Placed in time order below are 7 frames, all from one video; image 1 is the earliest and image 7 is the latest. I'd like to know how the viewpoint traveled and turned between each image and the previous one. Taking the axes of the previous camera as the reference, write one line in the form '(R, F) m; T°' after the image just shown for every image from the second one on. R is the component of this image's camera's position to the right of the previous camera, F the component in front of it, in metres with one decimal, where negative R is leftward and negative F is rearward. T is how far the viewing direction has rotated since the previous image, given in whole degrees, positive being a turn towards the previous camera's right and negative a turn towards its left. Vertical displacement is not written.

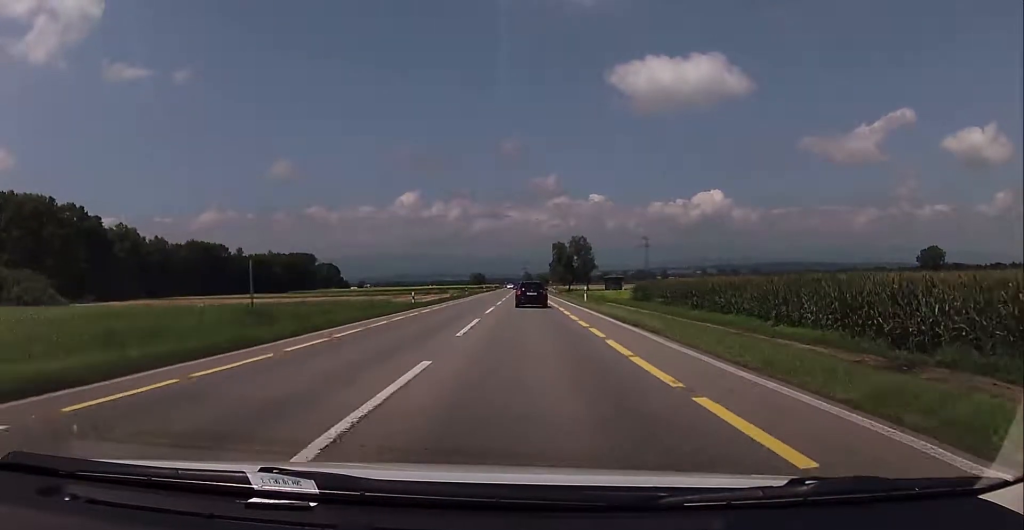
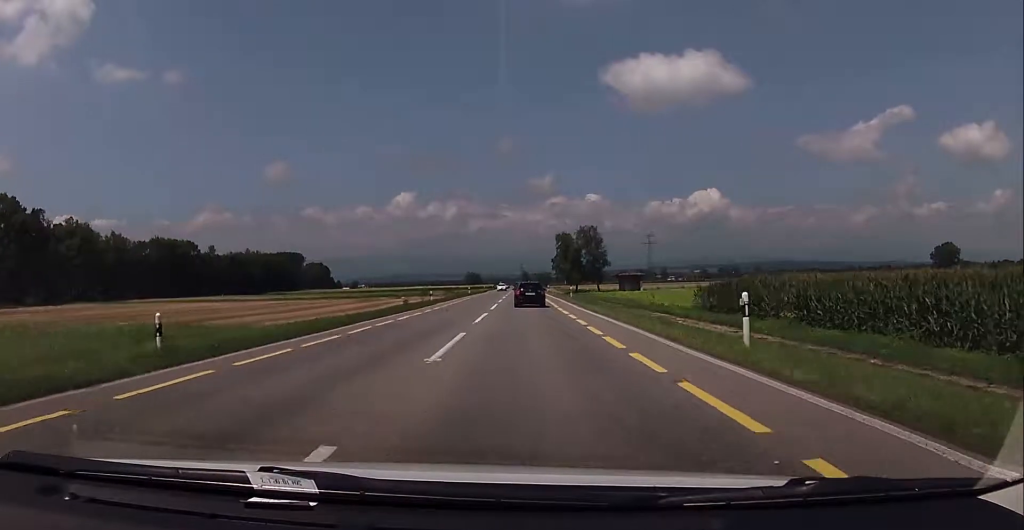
(-0.8, +30.9) m; -2°
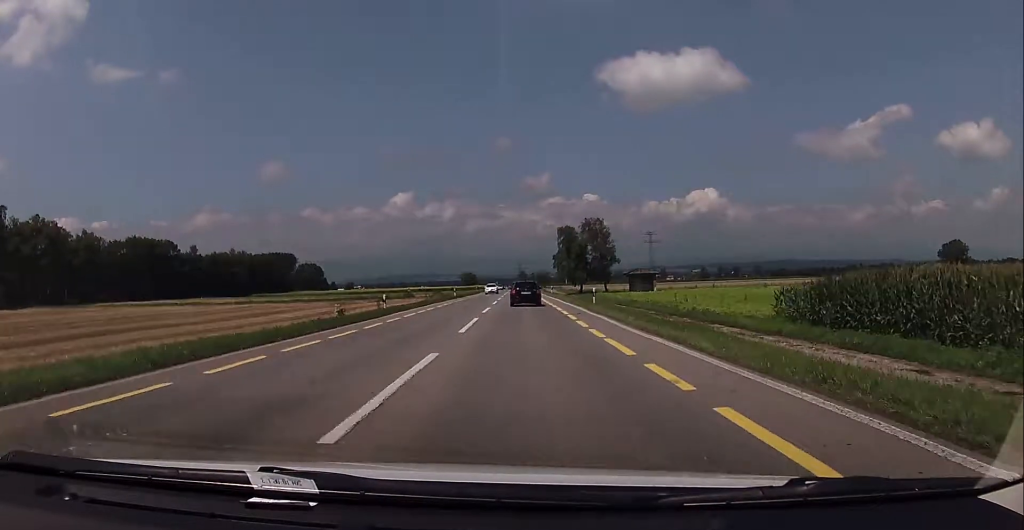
(0.0, +17.4) m; 0°
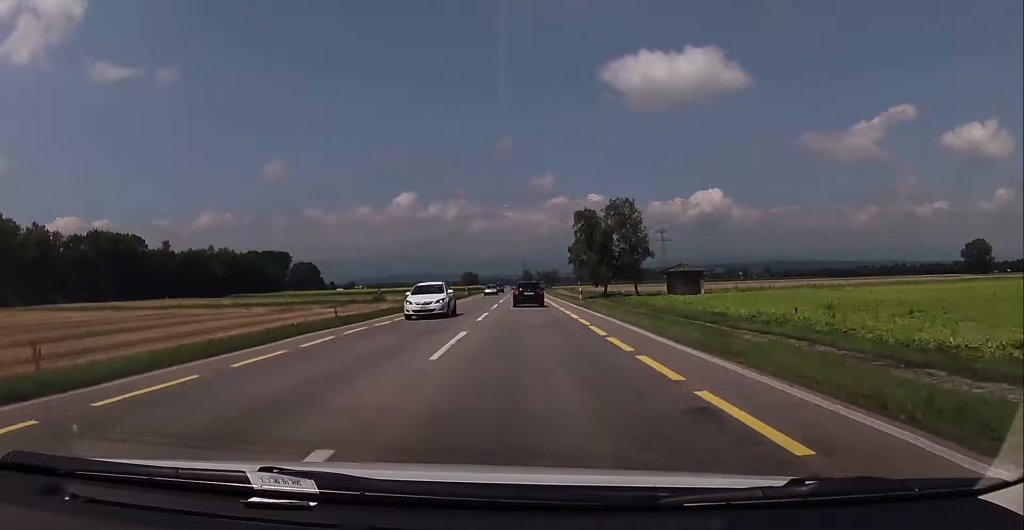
(+0.2, +31.2) m; 0°
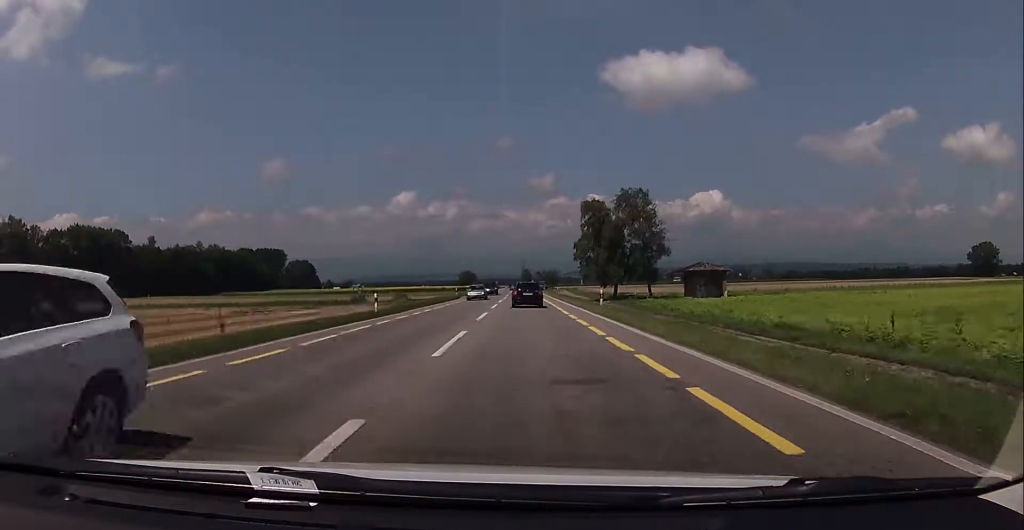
(0.0, +11.8) m; 0°
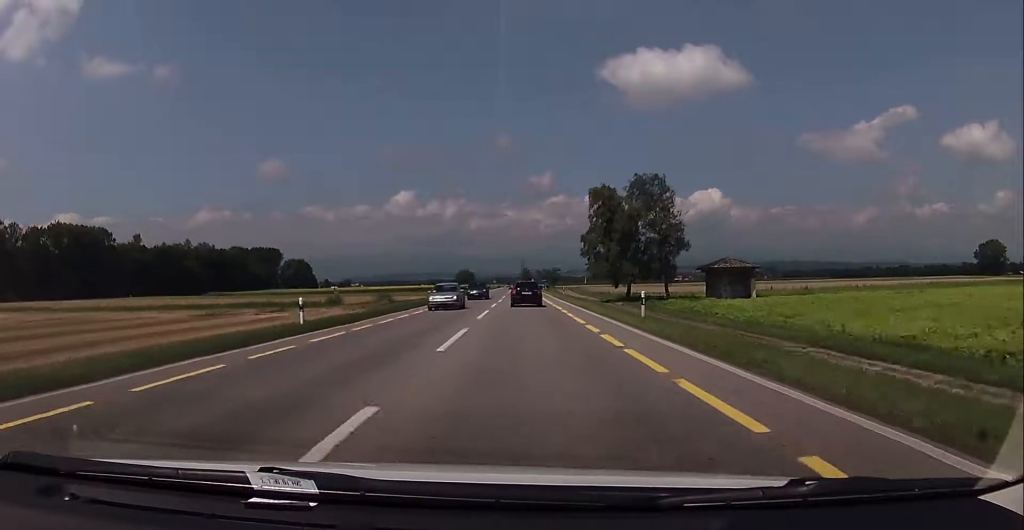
(0.0, +11.2) m; 0°
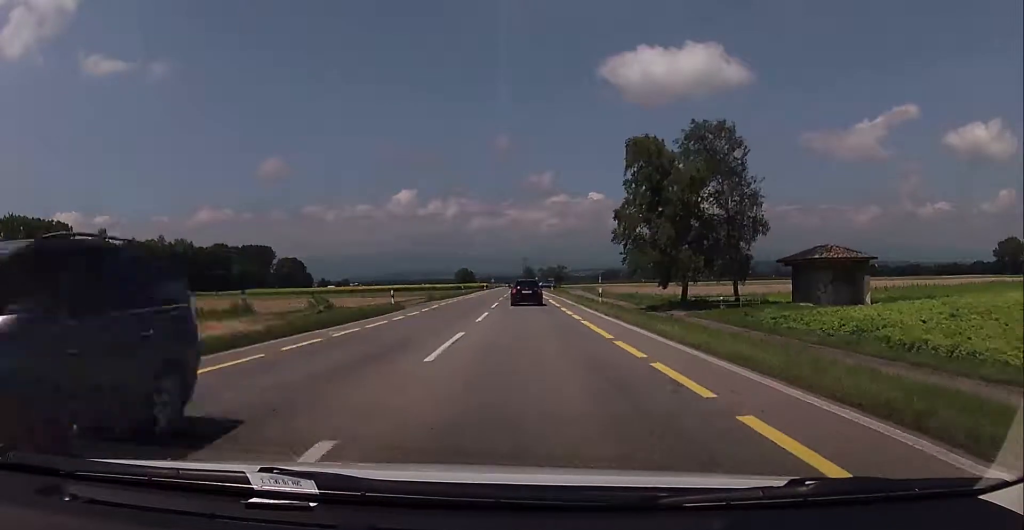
(-0.1, +26.3) m; -1°
